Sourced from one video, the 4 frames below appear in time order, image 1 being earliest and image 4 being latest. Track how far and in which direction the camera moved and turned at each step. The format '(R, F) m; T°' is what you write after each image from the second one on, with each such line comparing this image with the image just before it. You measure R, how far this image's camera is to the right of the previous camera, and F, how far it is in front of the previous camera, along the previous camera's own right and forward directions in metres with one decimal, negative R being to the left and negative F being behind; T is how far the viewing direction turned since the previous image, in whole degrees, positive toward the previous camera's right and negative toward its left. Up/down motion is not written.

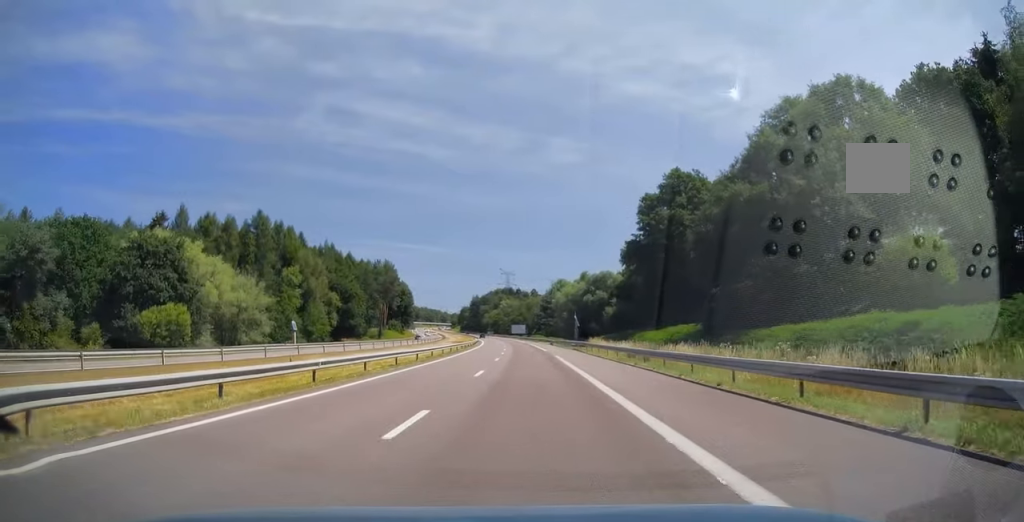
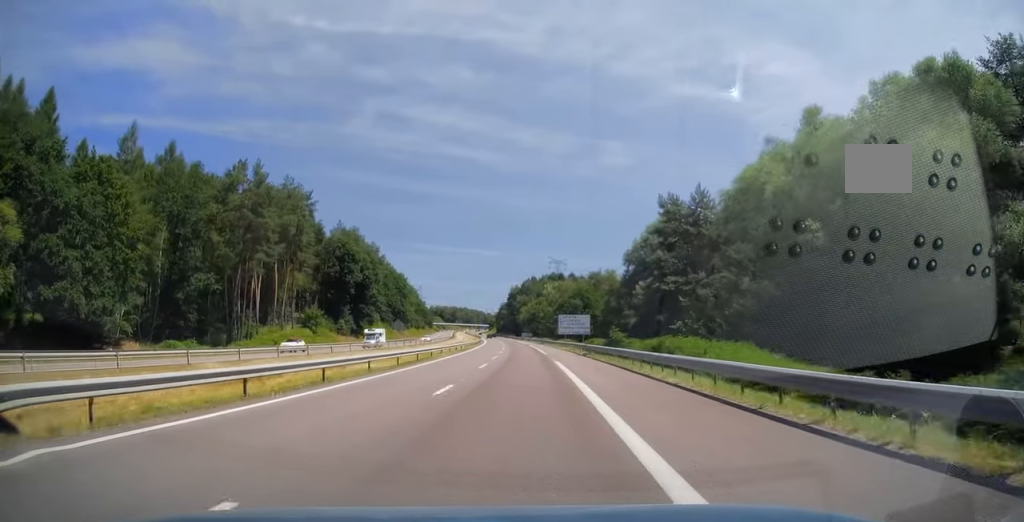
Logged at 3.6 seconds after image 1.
(-5.9, +112.5) m; -5°
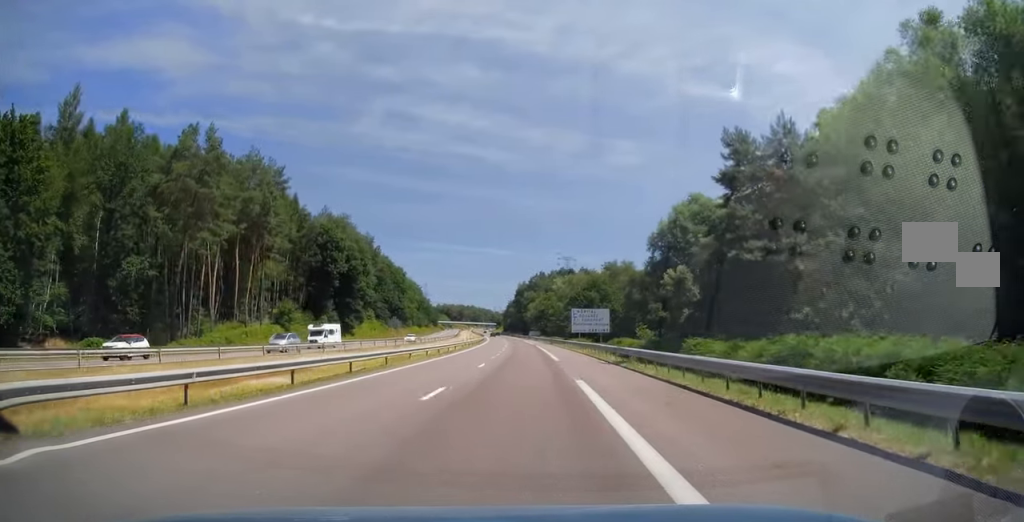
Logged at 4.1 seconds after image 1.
(+0.1, +15.0) m; 0°
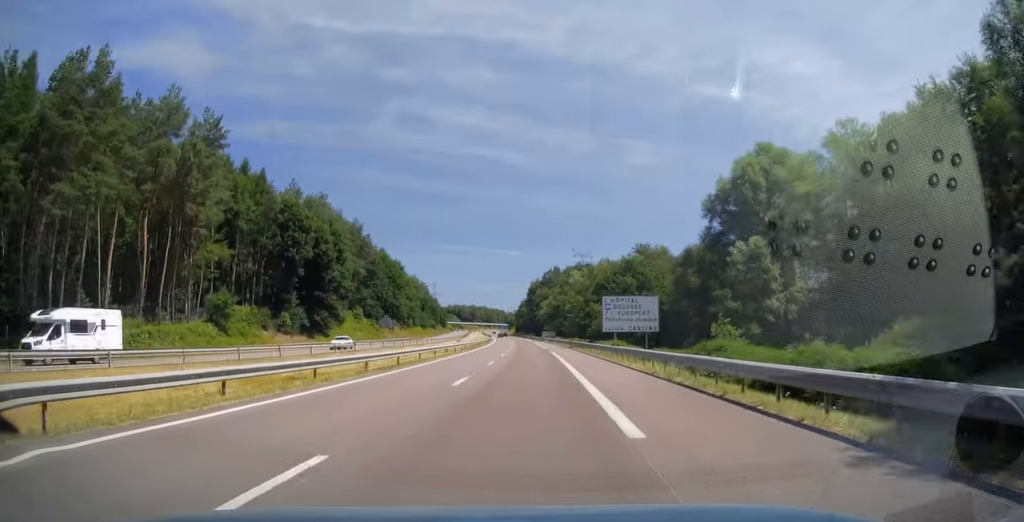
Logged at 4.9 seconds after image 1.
(-0.3, +22.7) m; -1°
